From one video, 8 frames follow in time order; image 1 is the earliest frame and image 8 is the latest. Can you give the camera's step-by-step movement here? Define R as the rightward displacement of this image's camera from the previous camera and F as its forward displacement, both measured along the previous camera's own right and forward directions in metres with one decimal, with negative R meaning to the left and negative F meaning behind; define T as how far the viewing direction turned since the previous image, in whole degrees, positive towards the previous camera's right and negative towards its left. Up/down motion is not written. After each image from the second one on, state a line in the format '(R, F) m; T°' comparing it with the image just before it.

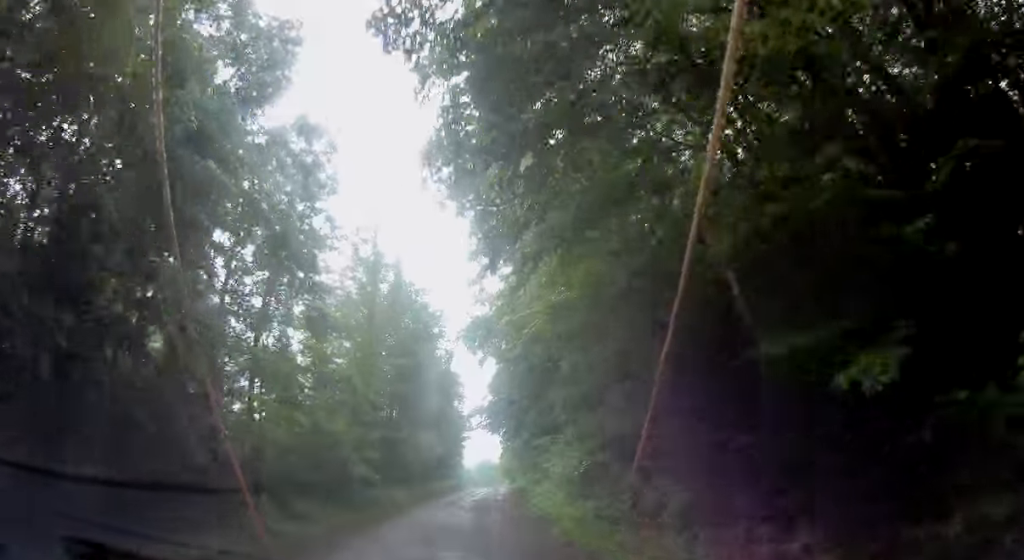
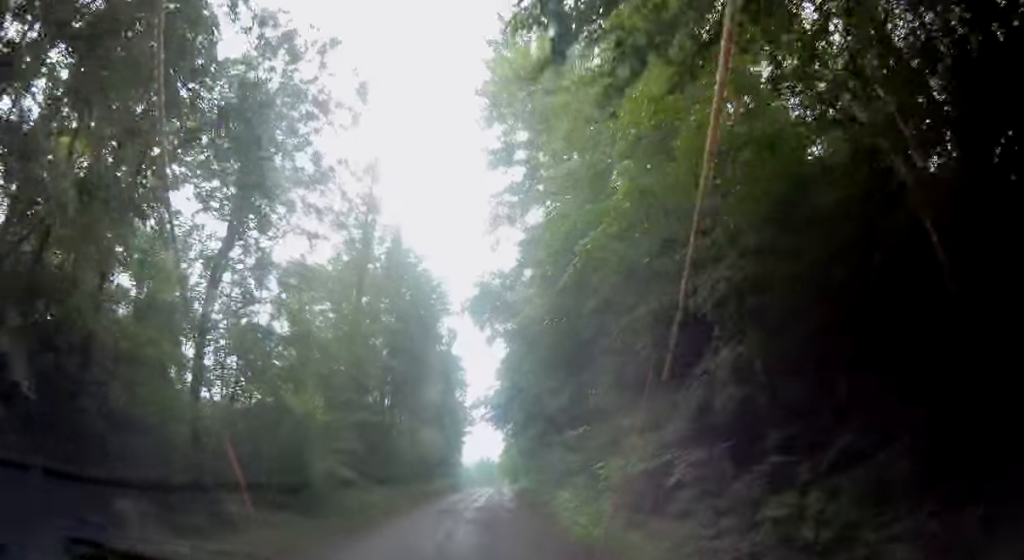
(0.0, +6.0) m; -1°
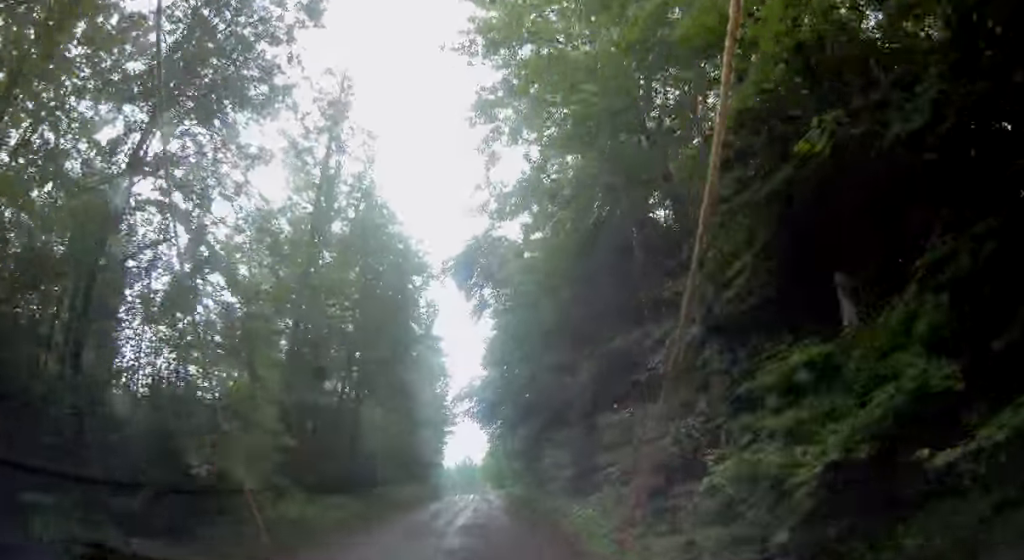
(0.0, +6.6) m; 0°
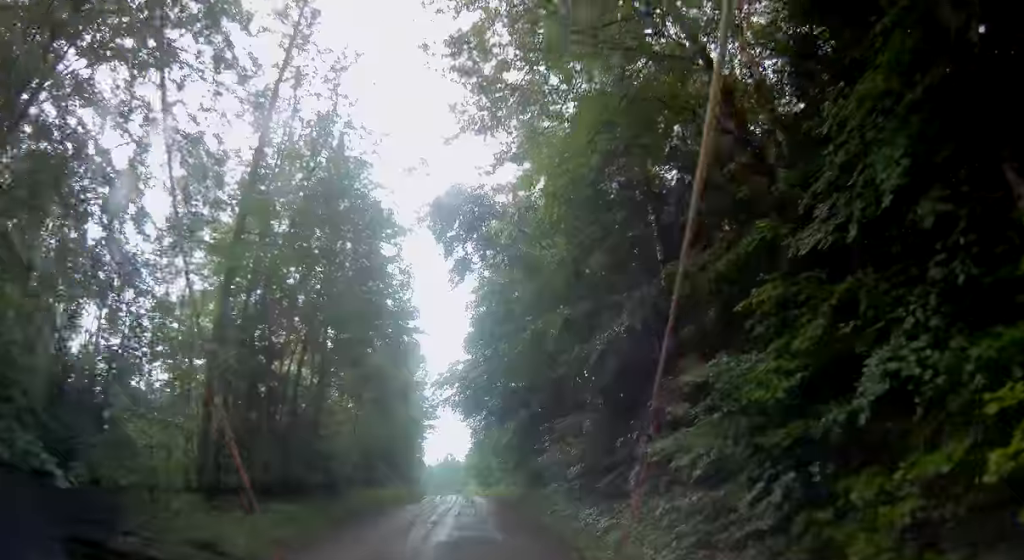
(0.0, +5.0) m; -1°
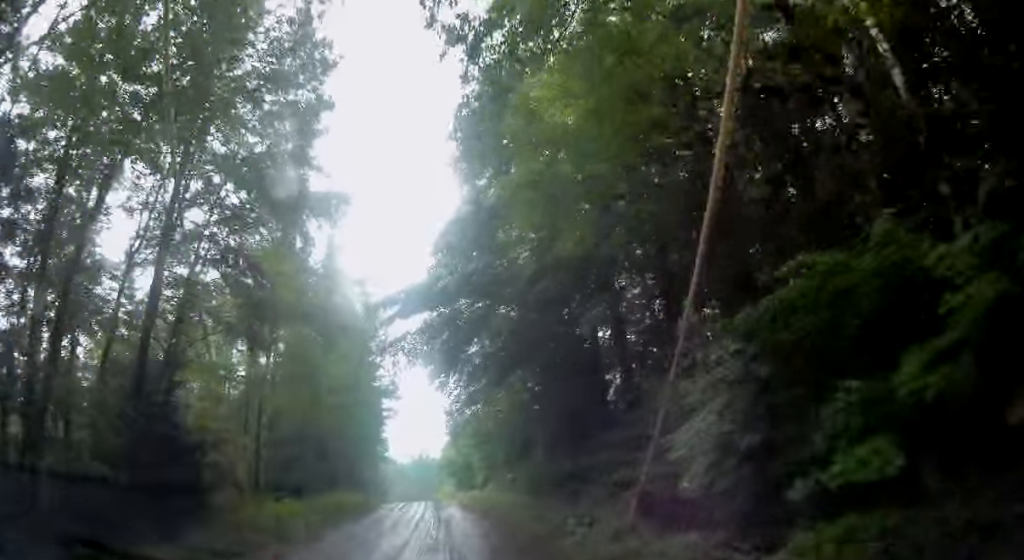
(0.0, +14.3) m; +5°
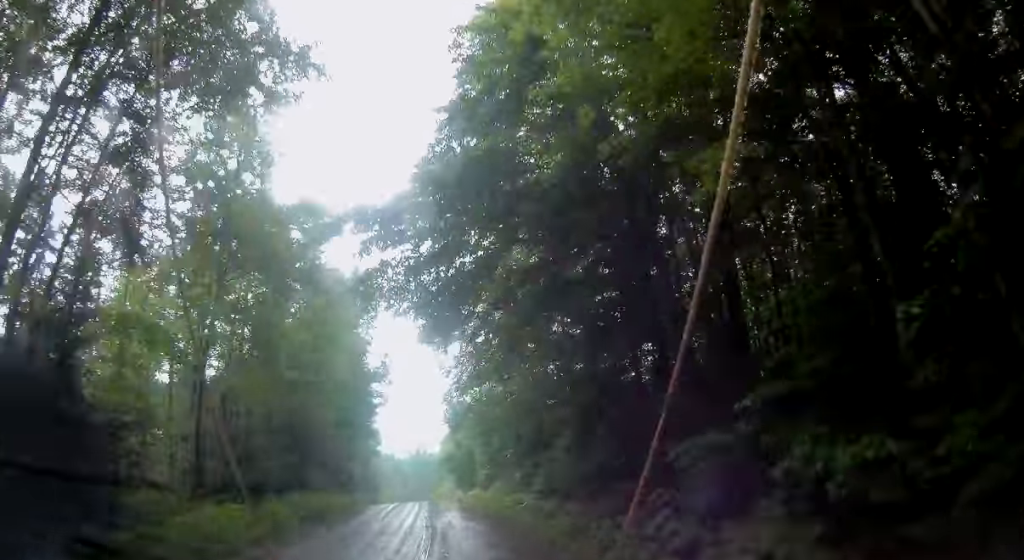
(+0.3, +5.7) m; +6°
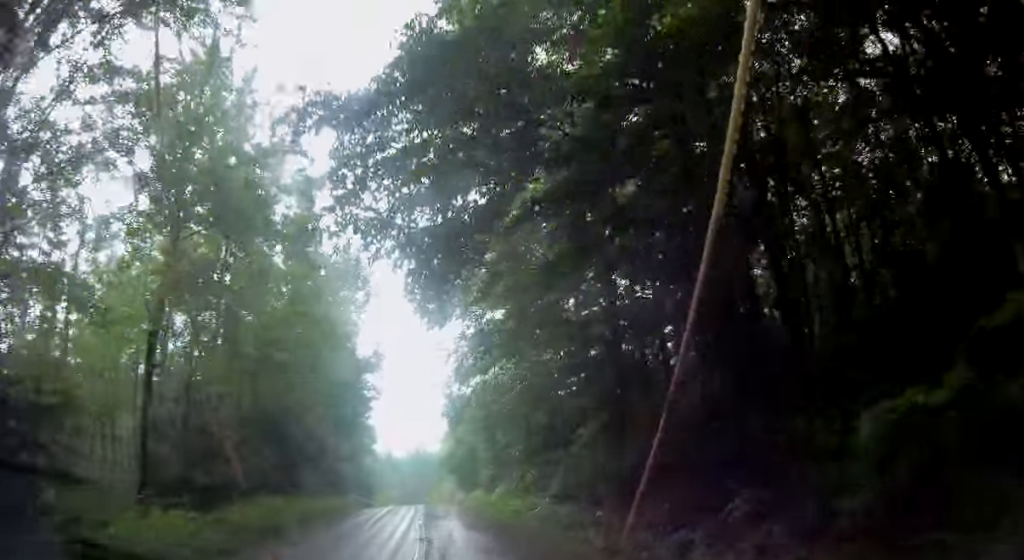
(+0.2, +3.5) m; +2°
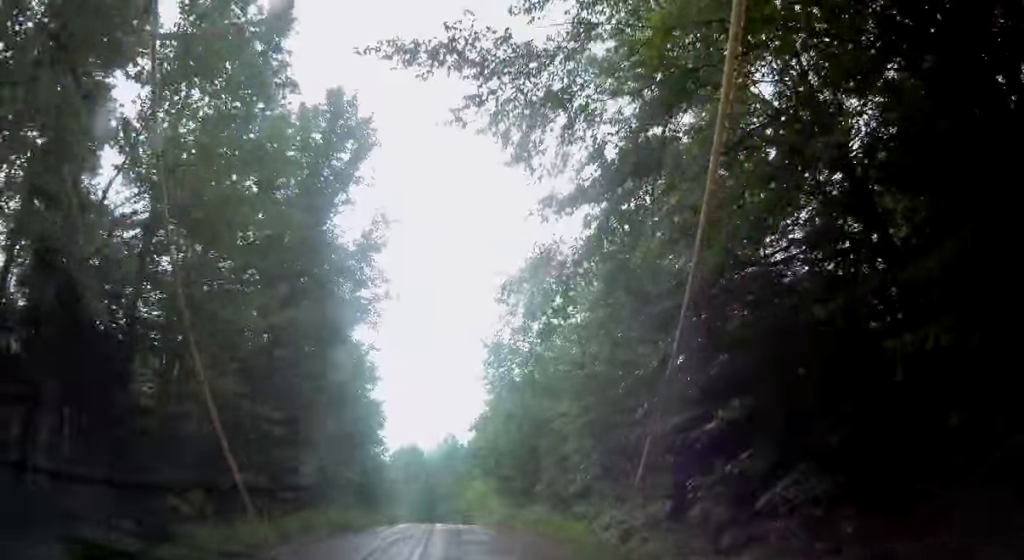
(+1.2, +17.1) m; +3°
